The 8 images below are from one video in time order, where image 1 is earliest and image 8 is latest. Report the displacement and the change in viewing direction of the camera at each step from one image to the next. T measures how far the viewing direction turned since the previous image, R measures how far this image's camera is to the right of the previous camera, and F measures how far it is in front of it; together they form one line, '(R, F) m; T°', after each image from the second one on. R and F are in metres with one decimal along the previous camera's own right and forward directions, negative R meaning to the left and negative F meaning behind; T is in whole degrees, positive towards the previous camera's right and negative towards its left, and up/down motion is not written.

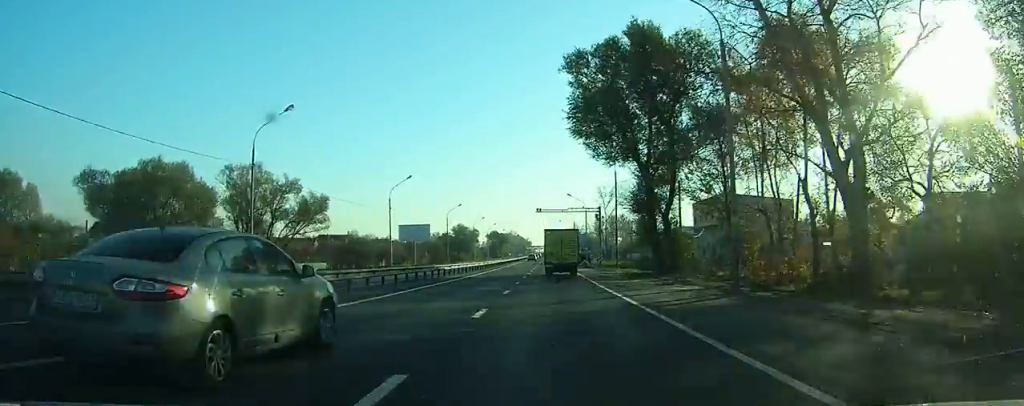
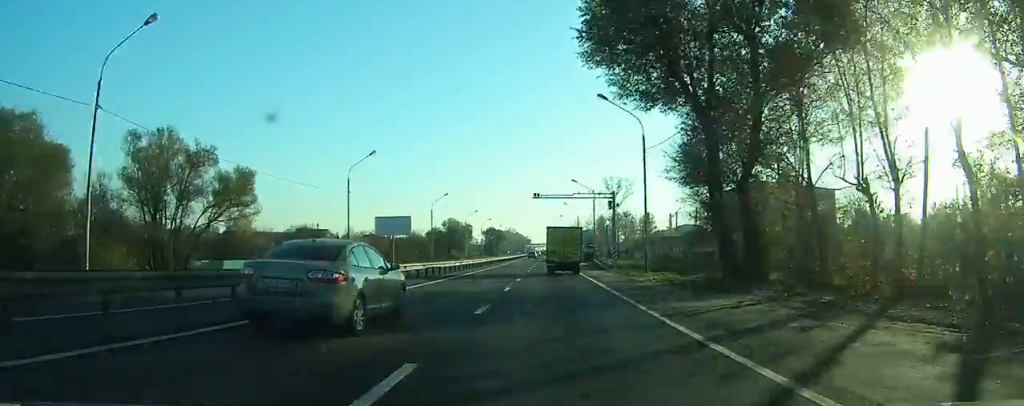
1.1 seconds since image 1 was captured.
(0.0, +15.6) m; 0°
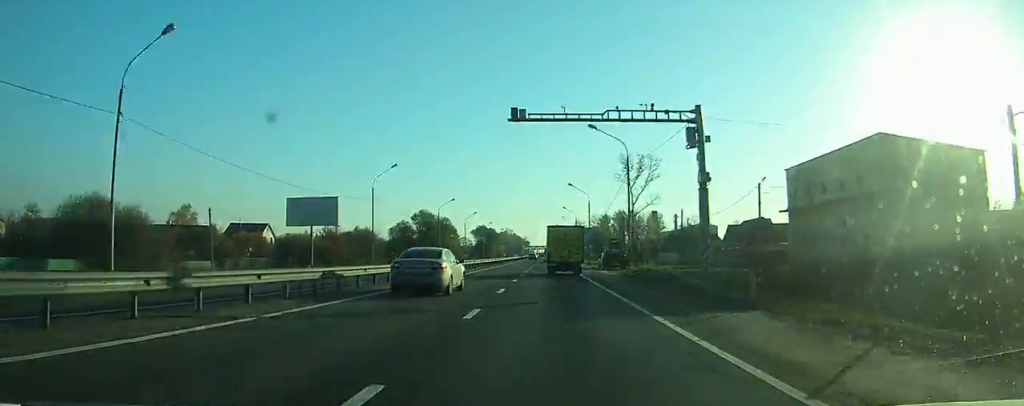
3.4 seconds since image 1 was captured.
(-0.1, +33.7) m; -1°
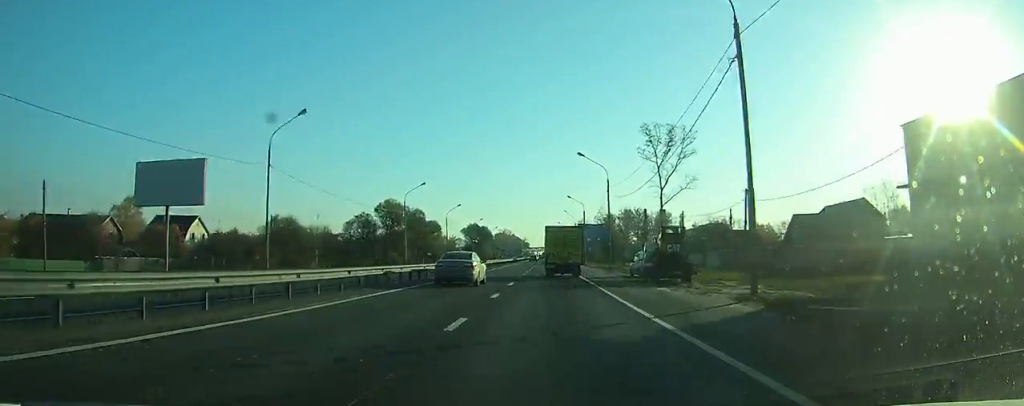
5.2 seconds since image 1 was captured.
(-0.1, +25.6) m; 0°
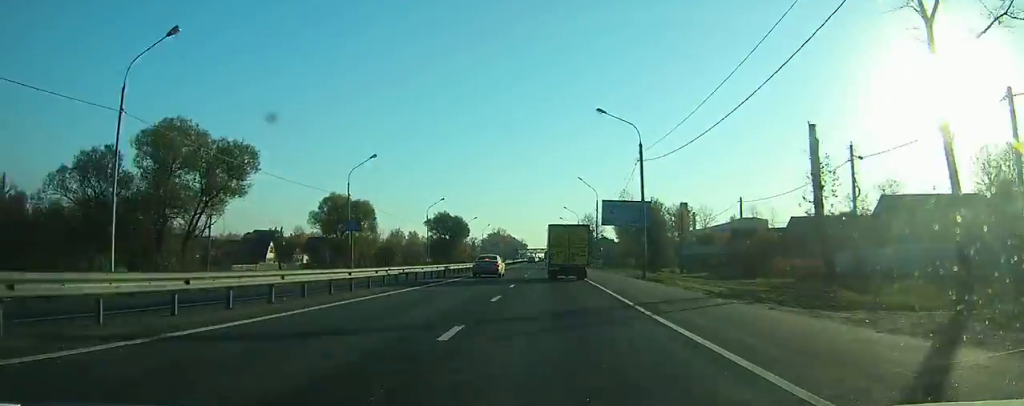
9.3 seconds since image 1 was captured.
(0.0, +57.0) m; 0°
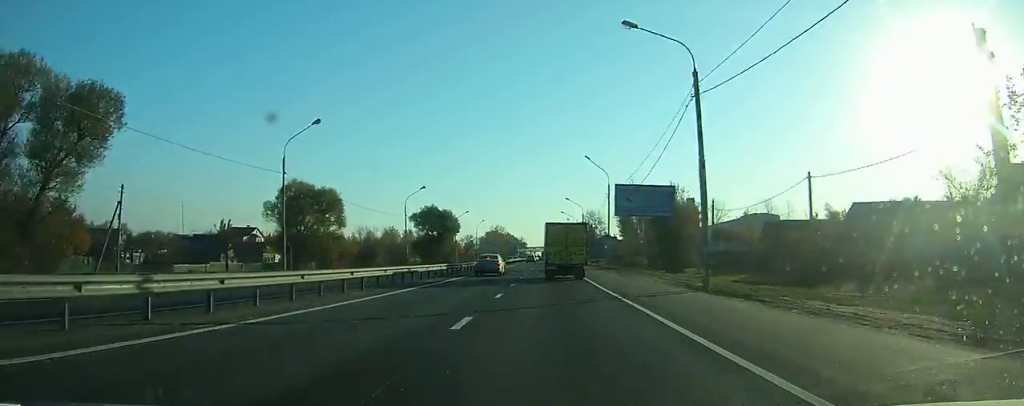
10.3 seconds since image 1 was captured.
(0.0, +14.9) m; 0°
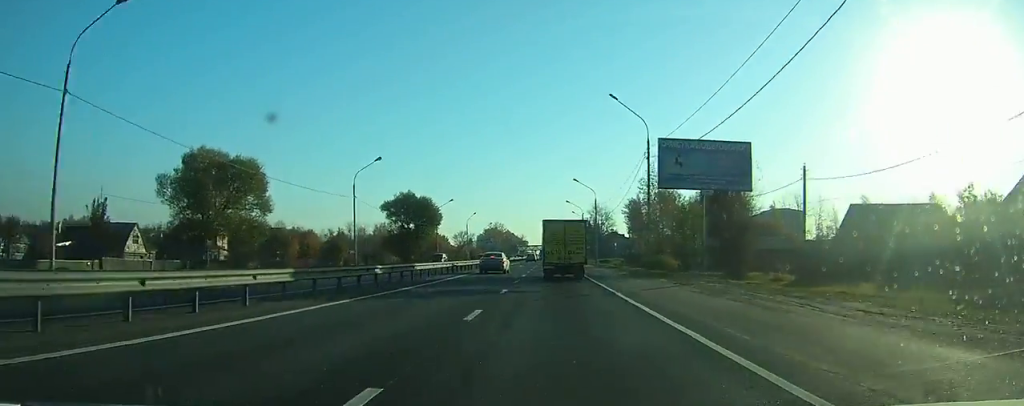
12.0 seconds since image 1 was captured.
(0.0, +23.6) m; 0°
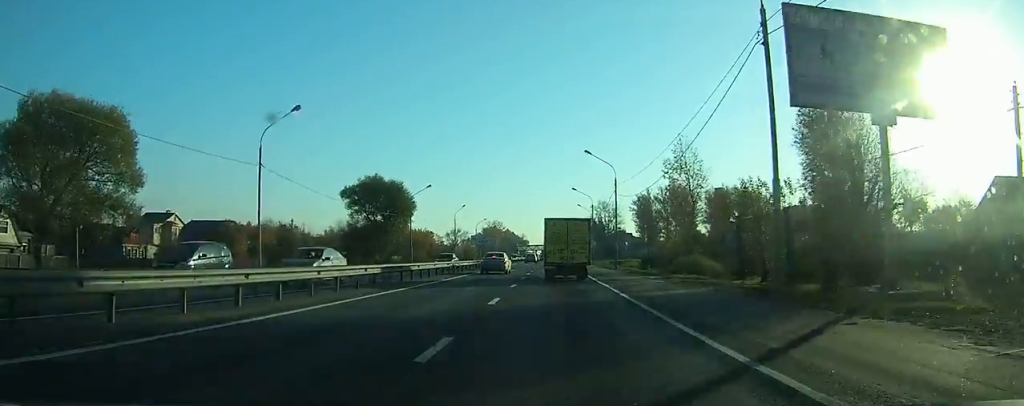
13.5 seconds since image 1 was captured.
(0.0, +22.0) m; 0°
